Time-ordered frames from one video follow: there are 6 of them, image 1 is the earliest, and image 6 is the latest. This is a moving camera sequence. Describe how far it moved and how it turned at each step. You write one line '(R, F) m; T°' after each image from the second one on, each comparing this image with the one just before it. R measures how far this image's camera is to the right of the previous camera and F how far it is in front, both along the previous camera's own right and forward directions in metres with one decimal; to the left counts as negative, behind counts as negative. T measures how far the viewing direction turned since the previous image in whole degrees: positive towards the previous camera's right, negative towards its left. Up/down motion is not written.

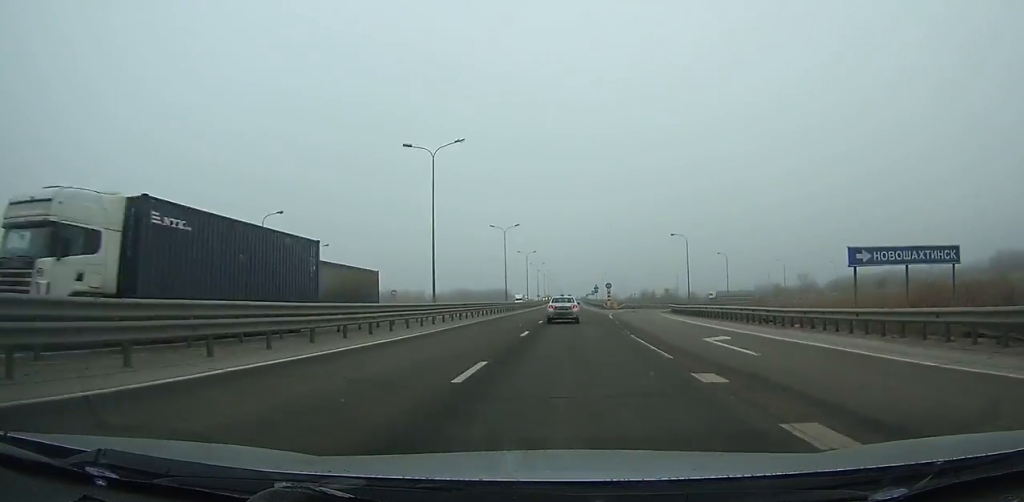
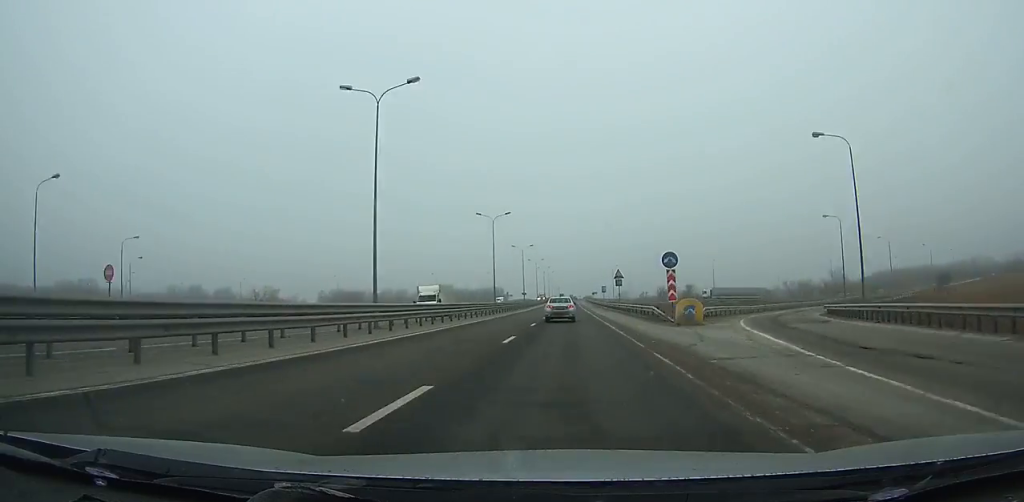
(+0.2, +52.5) m; 0°
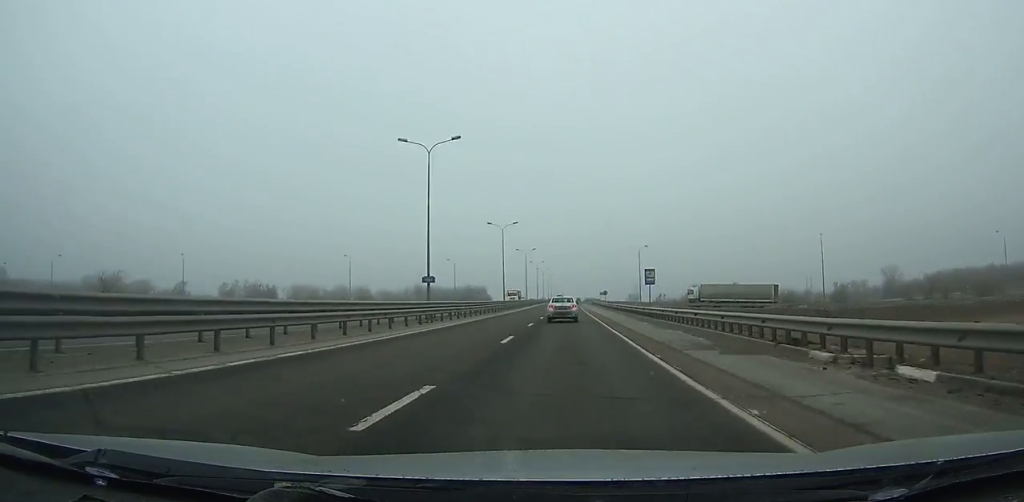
(-0.4, +71.4) m; 0°
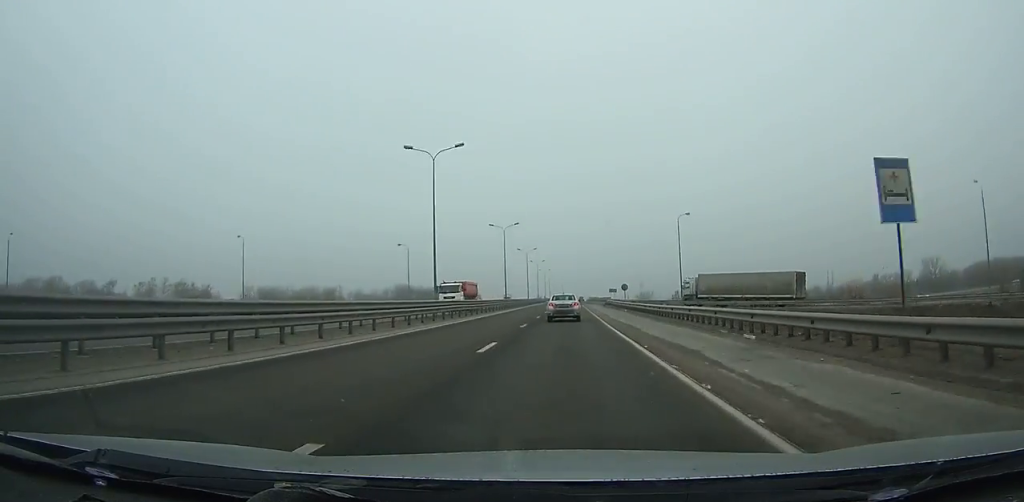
(+0.1, +37.5) m; 0°
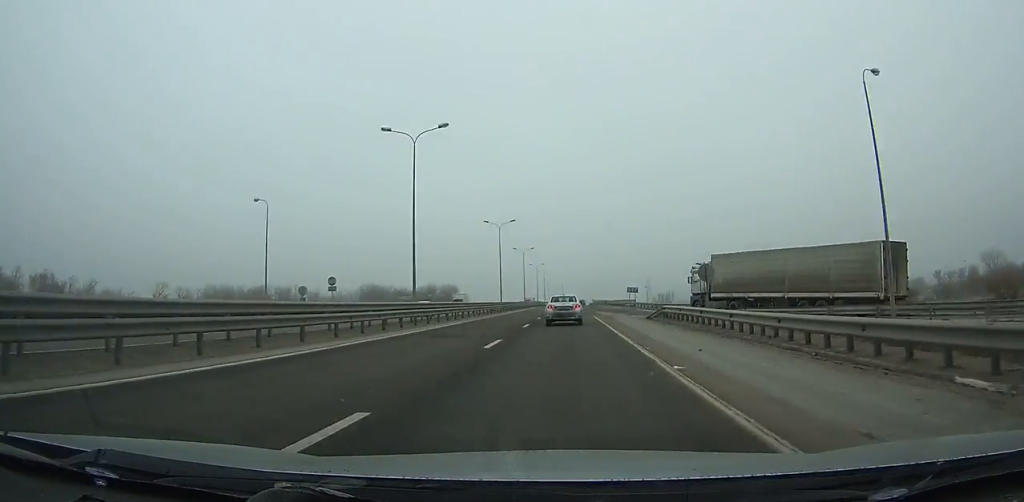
(+0.1, +44.2) m; 0°
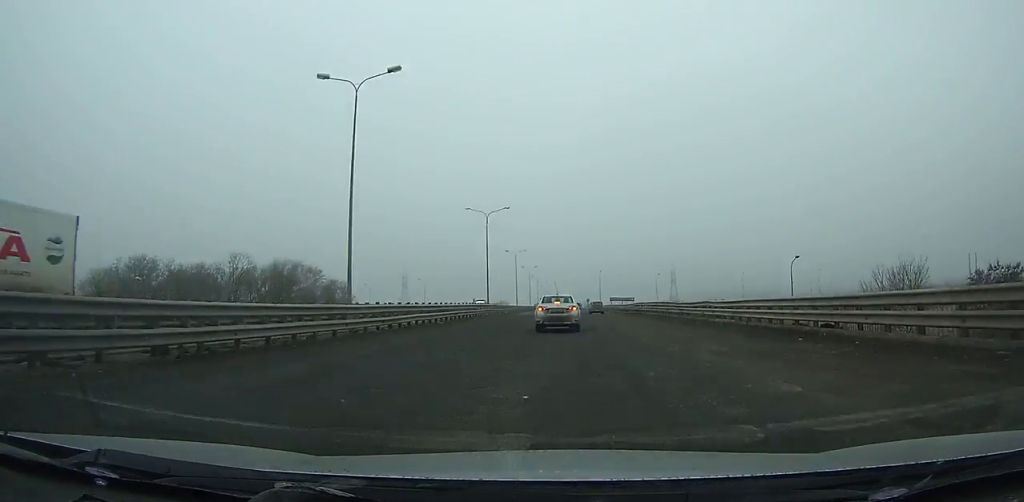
(-0.5, +126.9) m; 0°
